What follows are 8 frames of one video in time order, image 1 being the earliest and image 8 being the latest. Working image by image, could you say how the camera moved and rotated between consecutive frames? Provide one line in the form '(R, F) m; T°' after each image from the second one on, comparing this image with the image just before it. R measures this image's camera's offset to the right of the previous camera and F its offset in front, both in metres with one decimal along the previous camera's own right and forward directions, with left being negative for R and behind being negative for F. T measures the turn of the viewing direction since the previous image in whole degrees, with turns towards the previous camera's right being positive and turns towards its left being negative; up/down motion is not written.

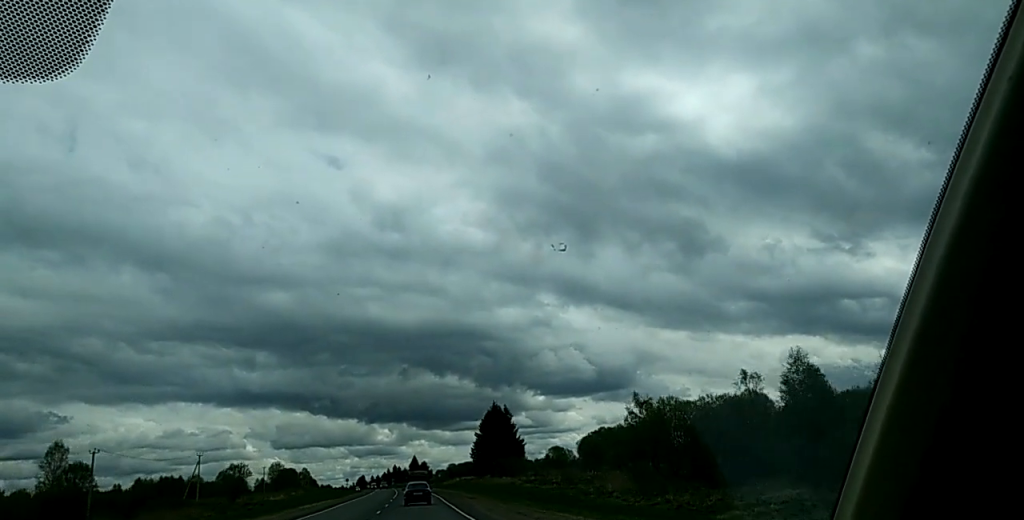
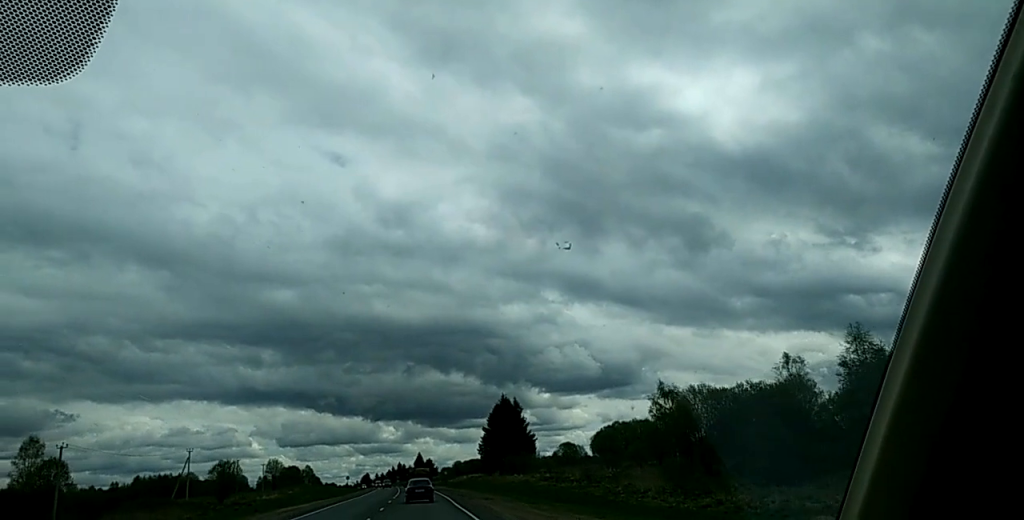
(+0.1, +11.3) m; 0°
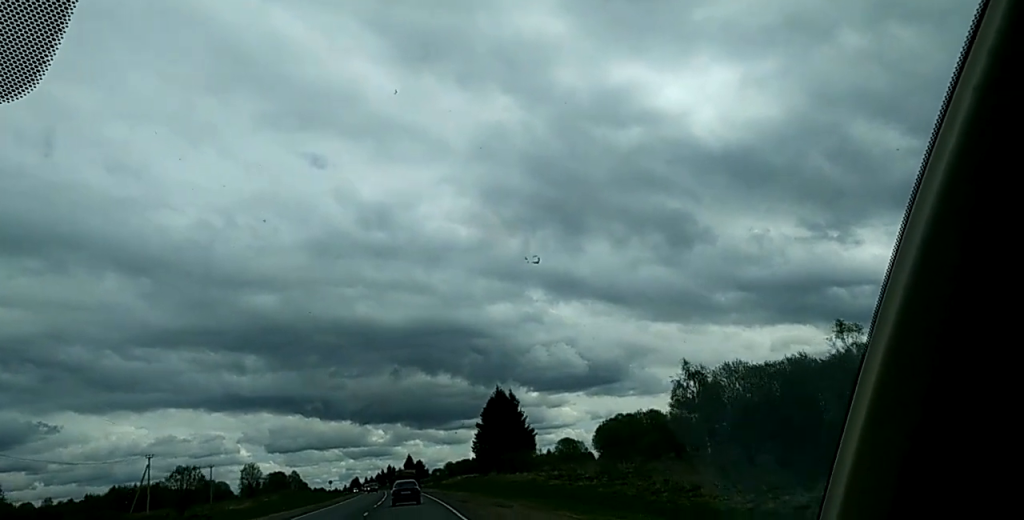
(+0.1, +16.0) m; +1°
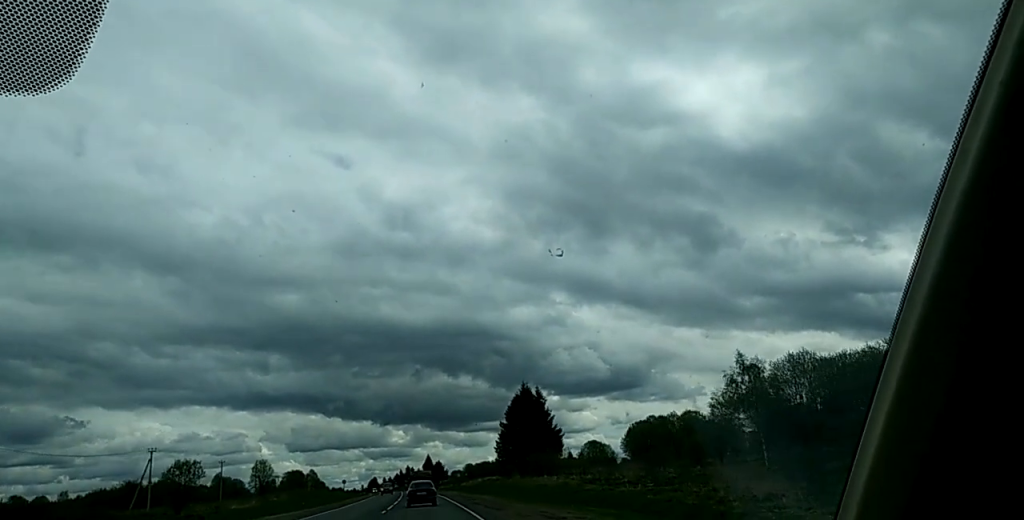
(0.0, +10.3) m; 0°
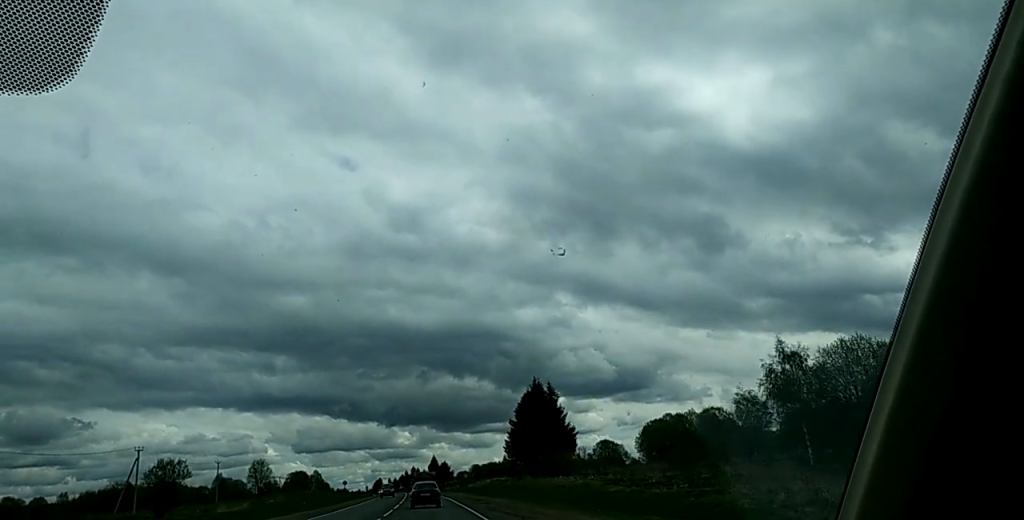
(0.0, +9.3) m; 0°
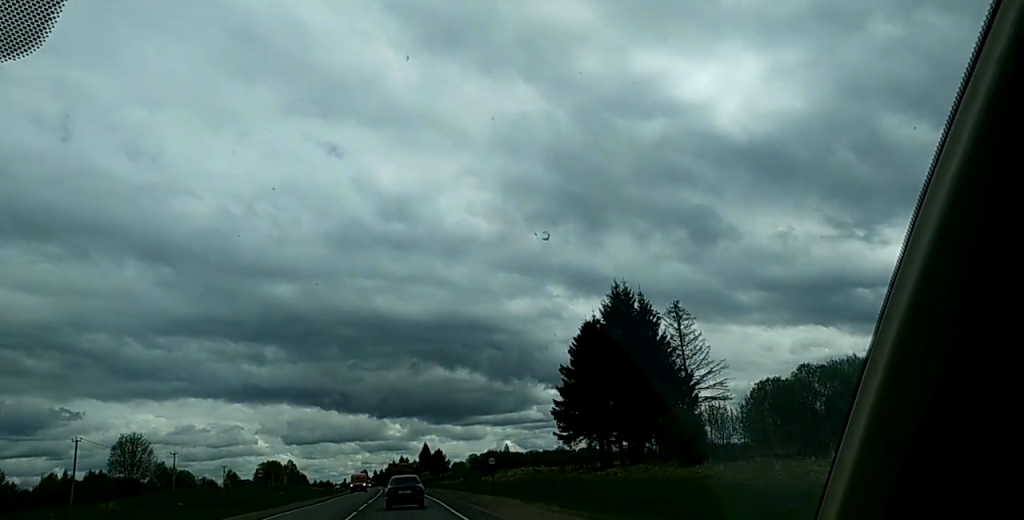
(-1.4, +69.7) m; -2°
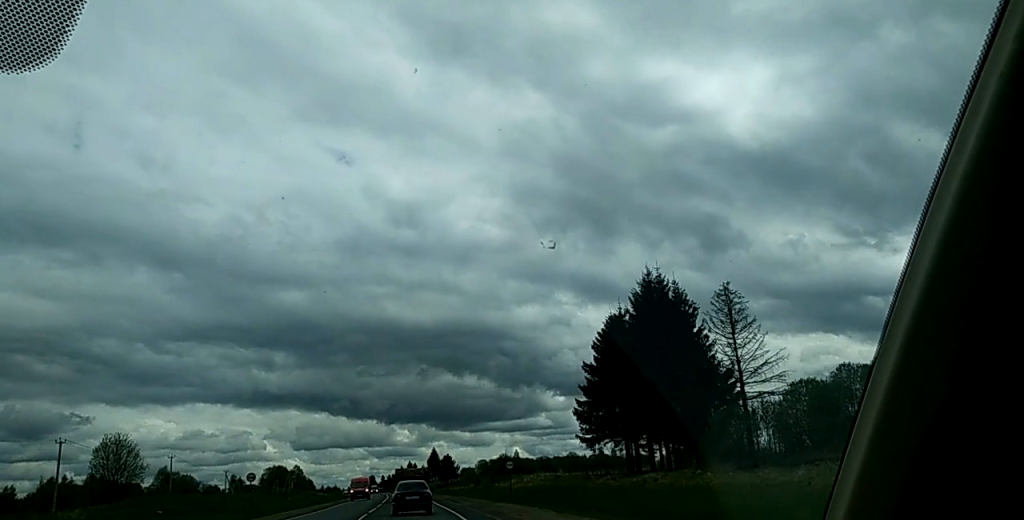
(-0.1, +8.7) m; 0°
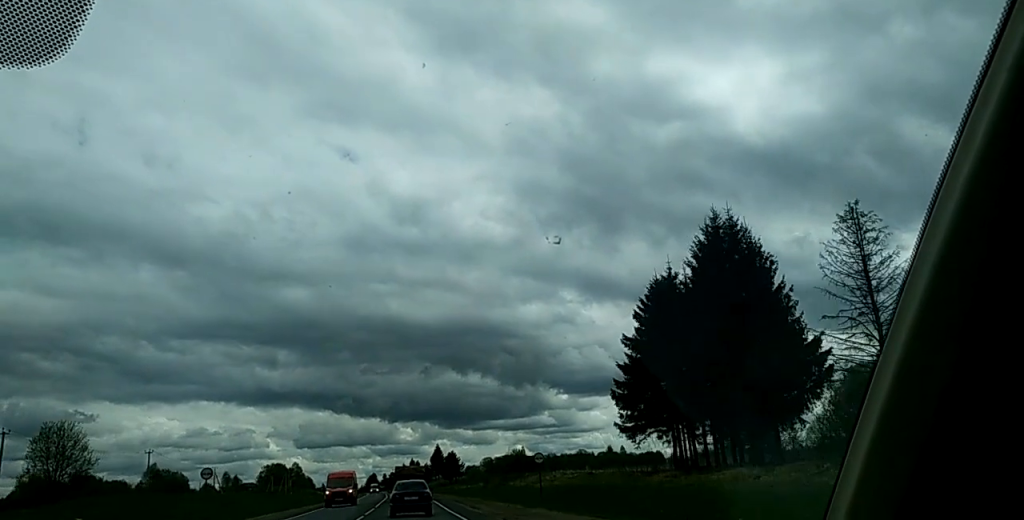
(-0.1, +15.4) m; -1°
